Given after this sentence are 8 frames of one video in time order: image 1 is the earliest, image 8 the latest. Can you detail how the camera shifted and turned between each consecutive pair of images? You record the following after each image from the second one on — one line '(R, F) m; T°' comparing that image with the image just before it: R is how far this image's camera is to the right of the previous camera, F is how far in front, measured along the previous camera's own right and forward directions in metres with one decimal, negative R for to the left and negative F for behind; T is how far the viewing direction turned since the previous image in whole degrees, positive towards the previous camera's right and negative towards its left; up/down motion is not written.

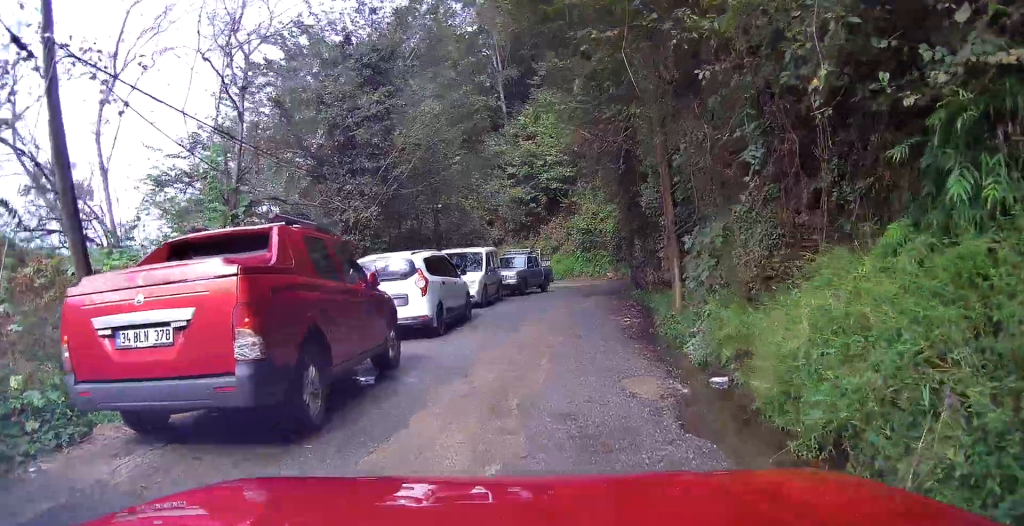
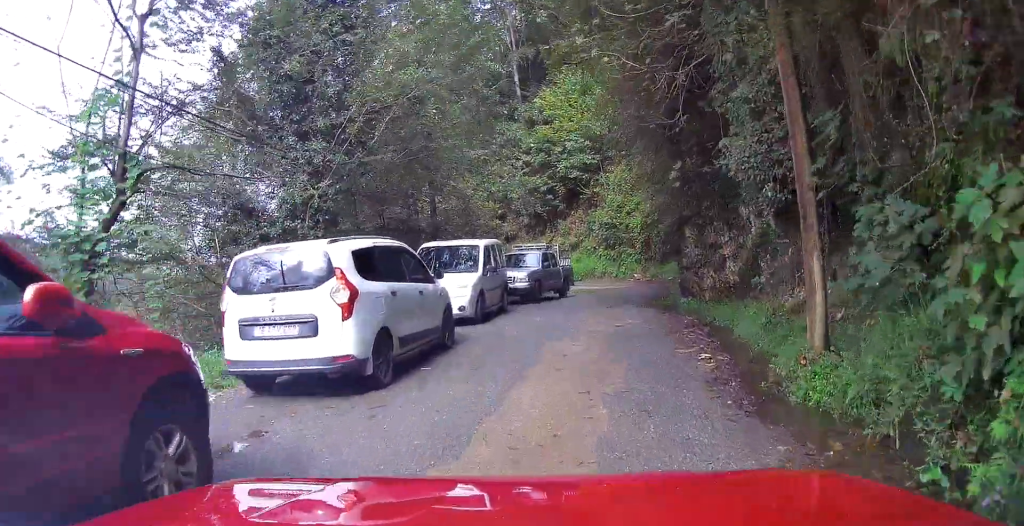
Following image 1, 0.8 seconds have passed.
(-0.2, +5.0) m; -1°
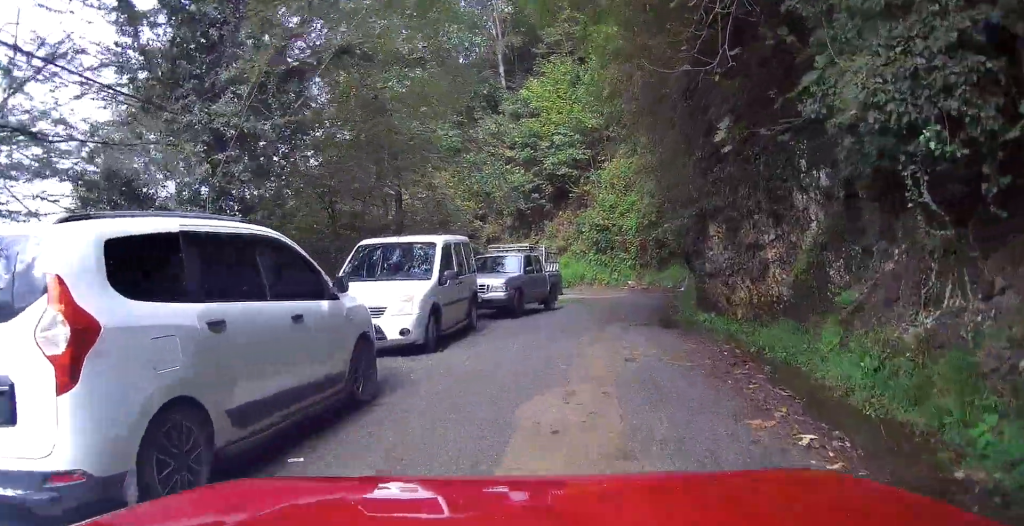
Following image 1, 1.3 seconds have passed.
(+0.1, +3.4) m; +1°
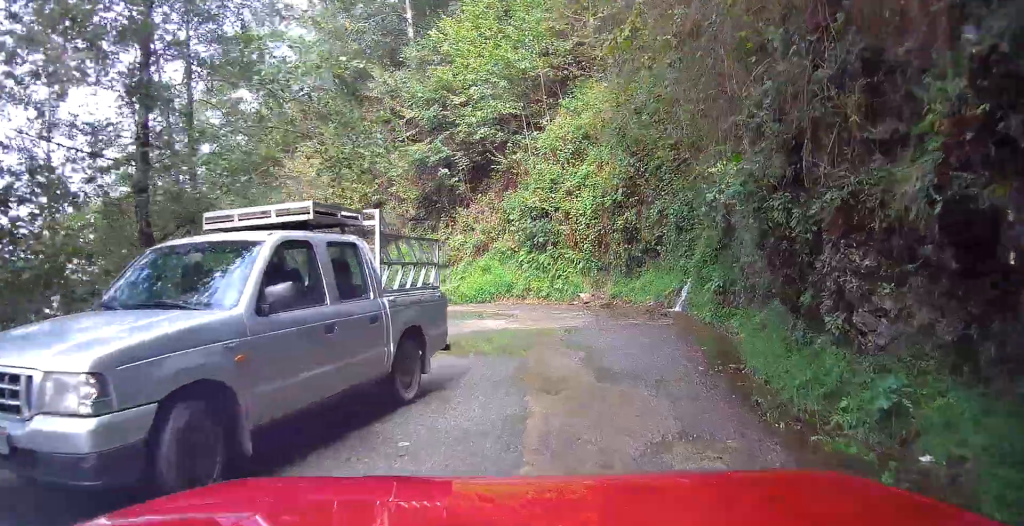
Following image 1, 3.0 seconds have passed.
(-0.4, +10.4) m; -3°
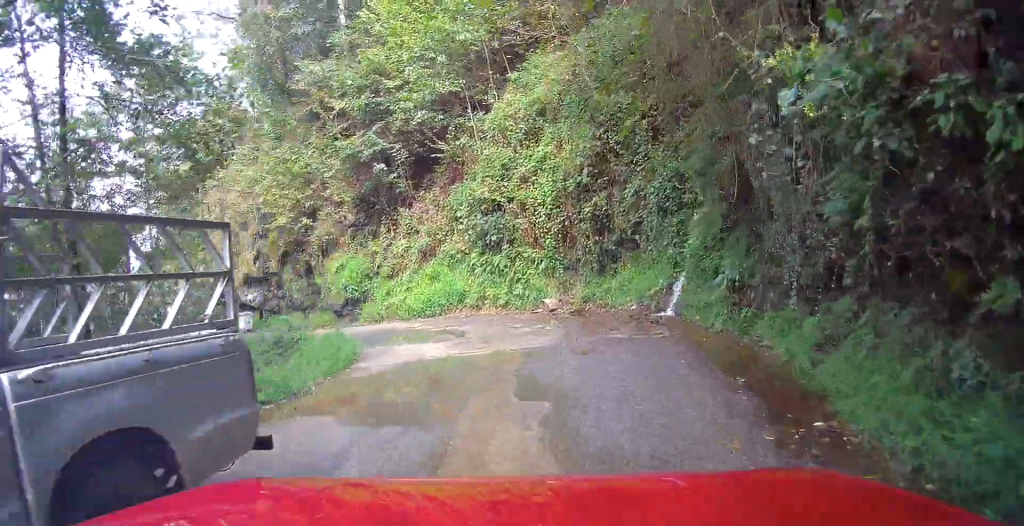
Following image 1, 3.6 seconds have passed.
(-0.1, +3.4) m; -1°
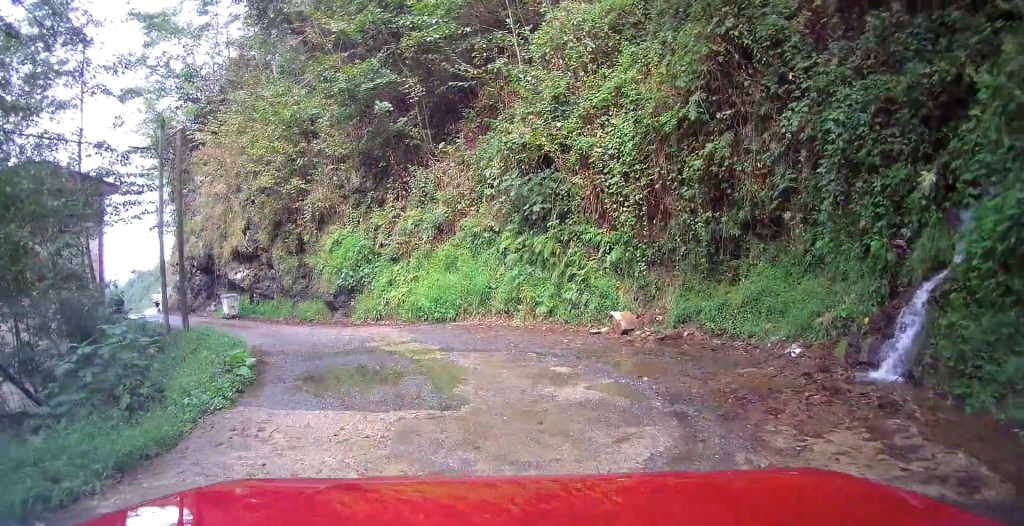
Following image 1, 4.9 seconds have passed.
(-0.2, +6.2) m; -8°
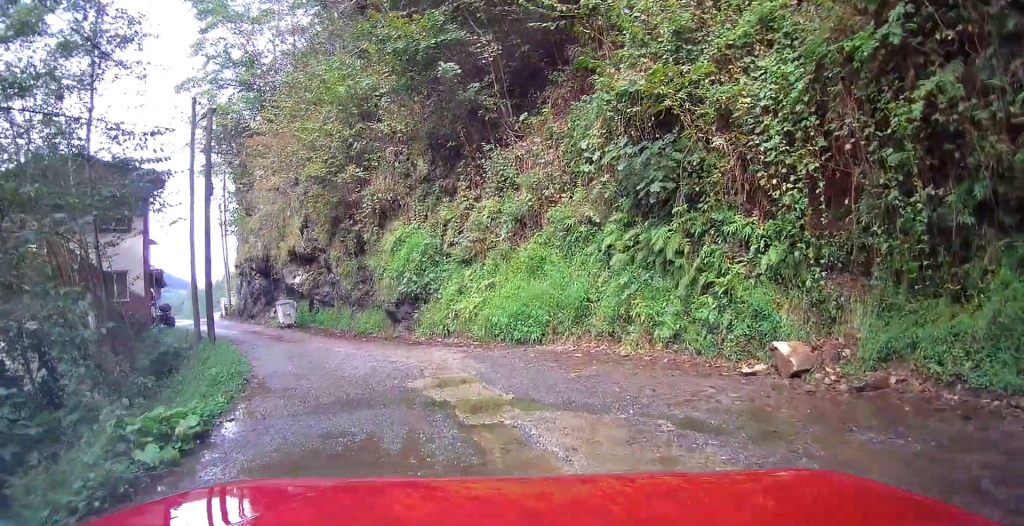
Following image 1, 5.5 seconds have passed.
(-0.2, +3.2) m; -6°
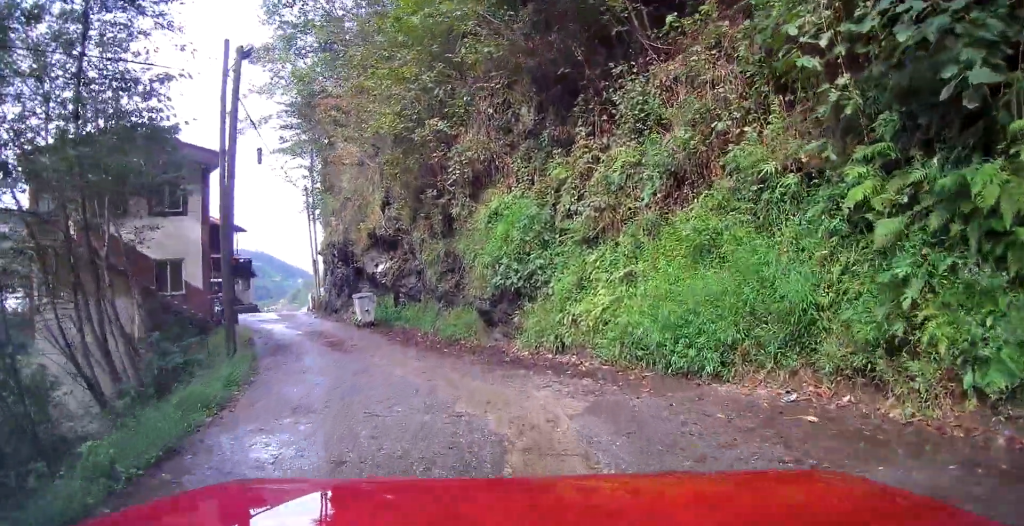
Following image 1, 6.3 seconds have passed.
(-0.2, +4.1) m; +3°
